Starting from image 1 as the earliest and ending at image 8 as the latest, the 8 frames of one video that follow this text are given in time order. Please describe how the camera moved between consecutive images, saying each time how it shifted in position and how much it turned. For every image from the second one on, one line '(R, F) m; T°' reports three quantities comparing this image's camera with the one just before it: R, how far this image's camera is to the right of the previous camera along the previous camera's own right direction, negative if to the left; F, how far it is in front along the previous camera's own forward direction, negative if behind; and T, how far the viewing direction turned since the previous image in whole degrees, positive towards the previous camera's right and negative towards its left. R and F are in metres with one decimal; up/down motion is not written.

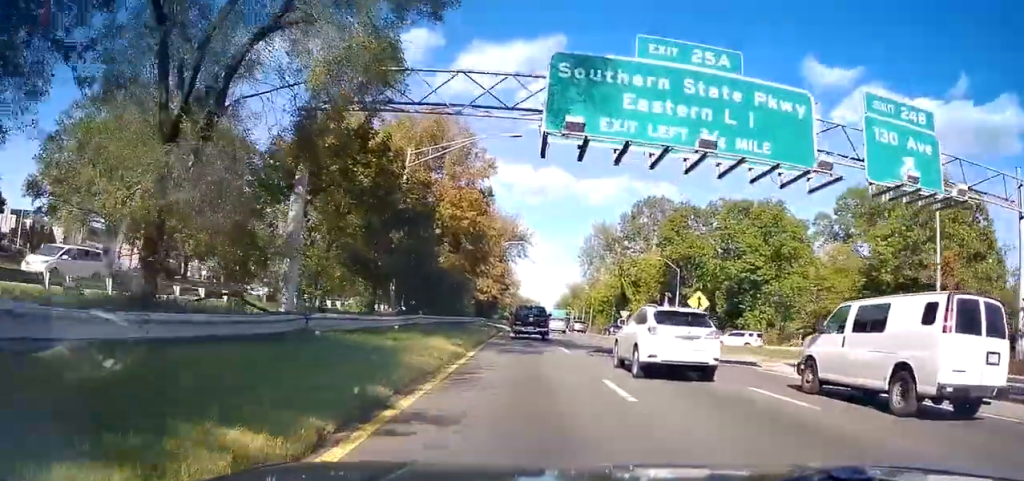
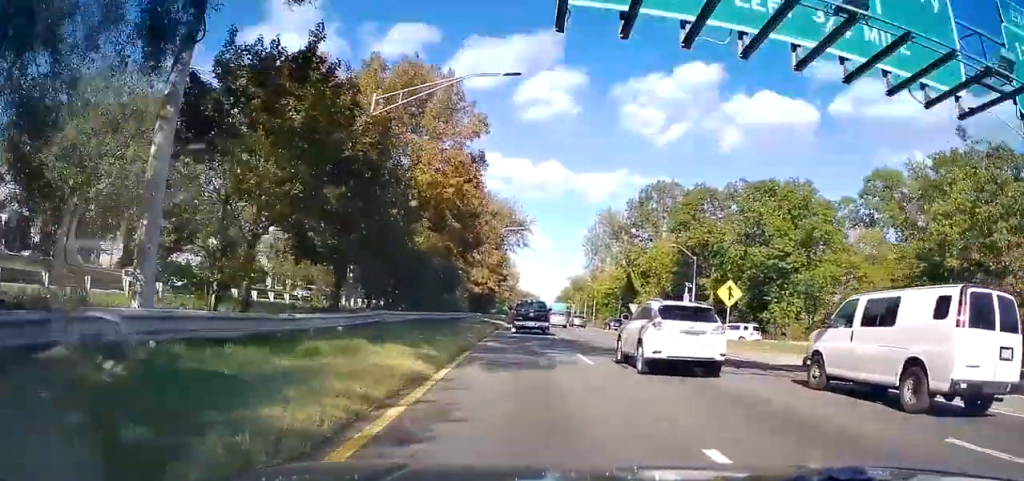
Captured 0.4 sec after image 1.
(0.0, +6.9) m; 0°
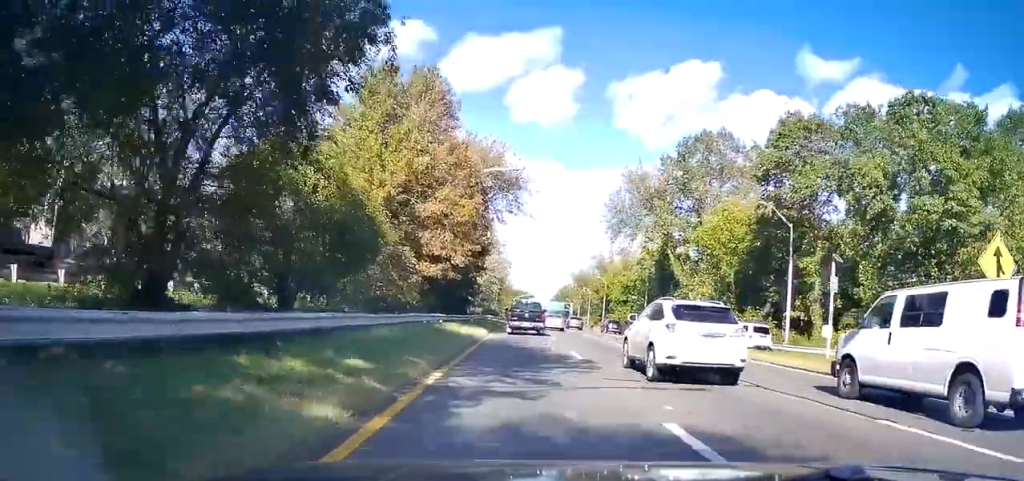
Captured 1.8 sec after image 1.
(0.0, +24.5) m; +1°
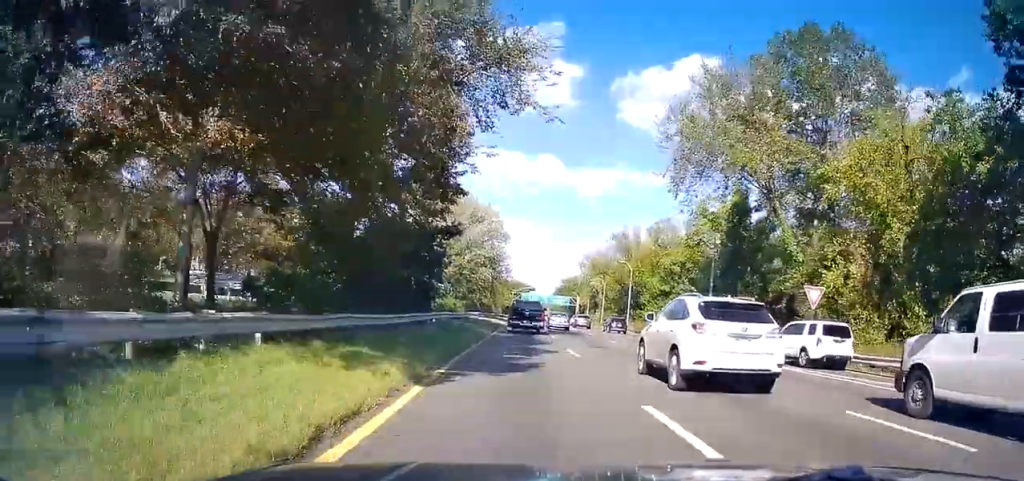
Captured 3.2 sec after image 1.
(+0.3, +25.0) m; 0°
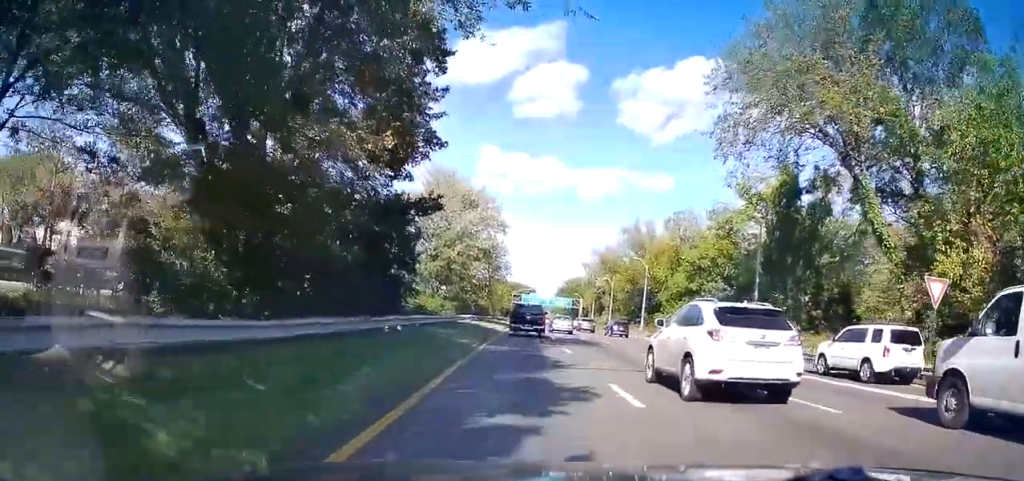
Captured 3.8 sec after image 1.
(-0.1, +9.5) m; -1°
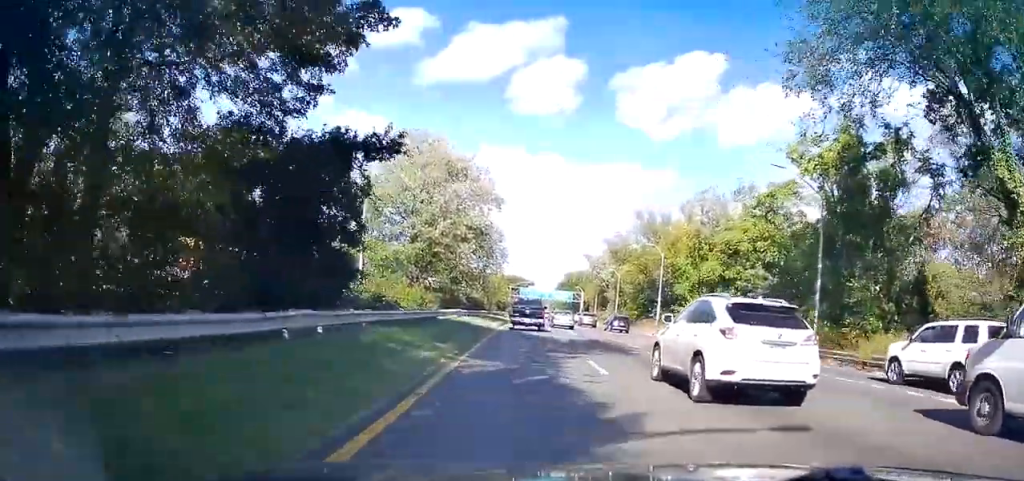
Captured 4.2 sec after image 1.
(-0.1, +8.8) m; 0°
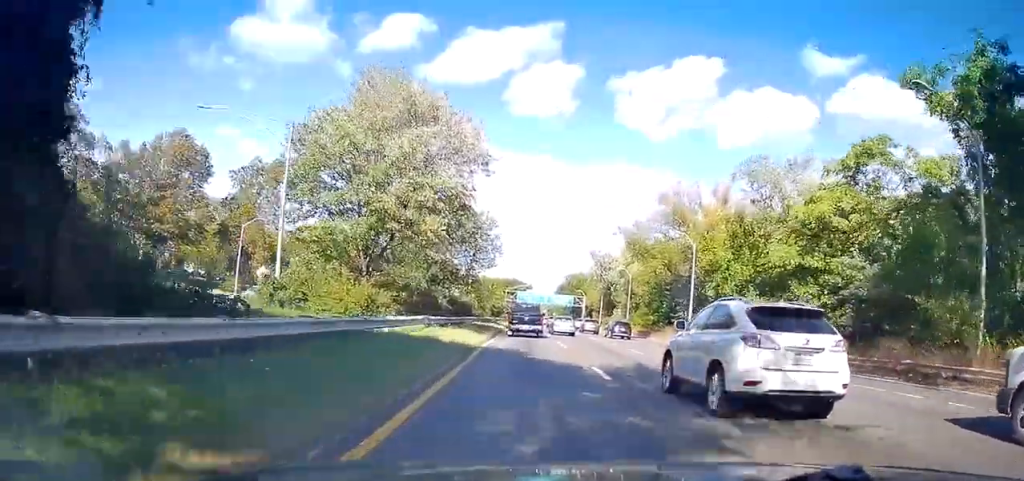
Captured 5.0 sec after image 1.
(-0.1, +12.6) m; +1°
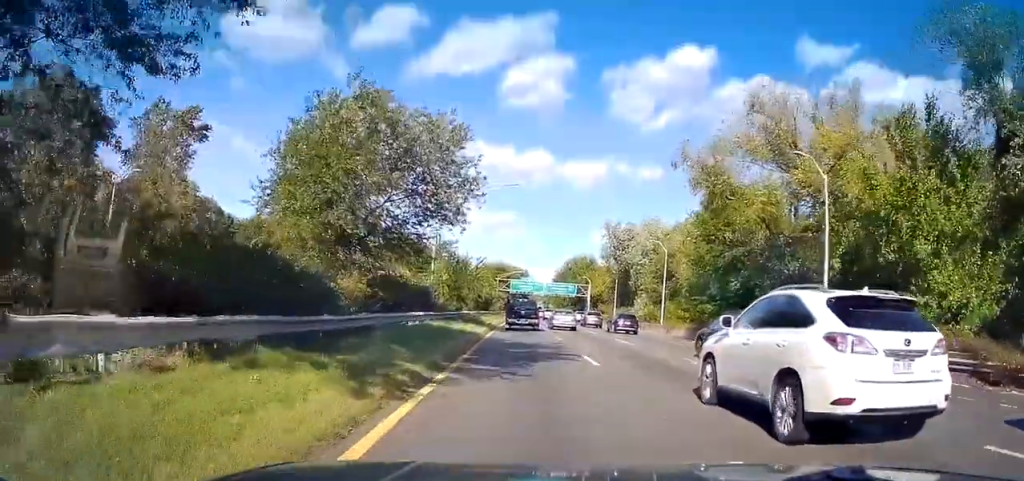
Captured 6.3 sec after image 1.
(+0.5, +23.4) m; +2°
